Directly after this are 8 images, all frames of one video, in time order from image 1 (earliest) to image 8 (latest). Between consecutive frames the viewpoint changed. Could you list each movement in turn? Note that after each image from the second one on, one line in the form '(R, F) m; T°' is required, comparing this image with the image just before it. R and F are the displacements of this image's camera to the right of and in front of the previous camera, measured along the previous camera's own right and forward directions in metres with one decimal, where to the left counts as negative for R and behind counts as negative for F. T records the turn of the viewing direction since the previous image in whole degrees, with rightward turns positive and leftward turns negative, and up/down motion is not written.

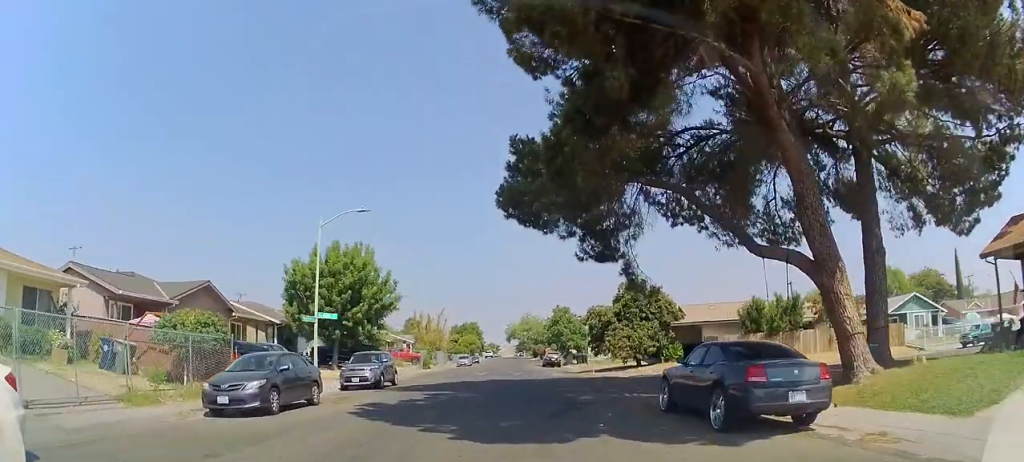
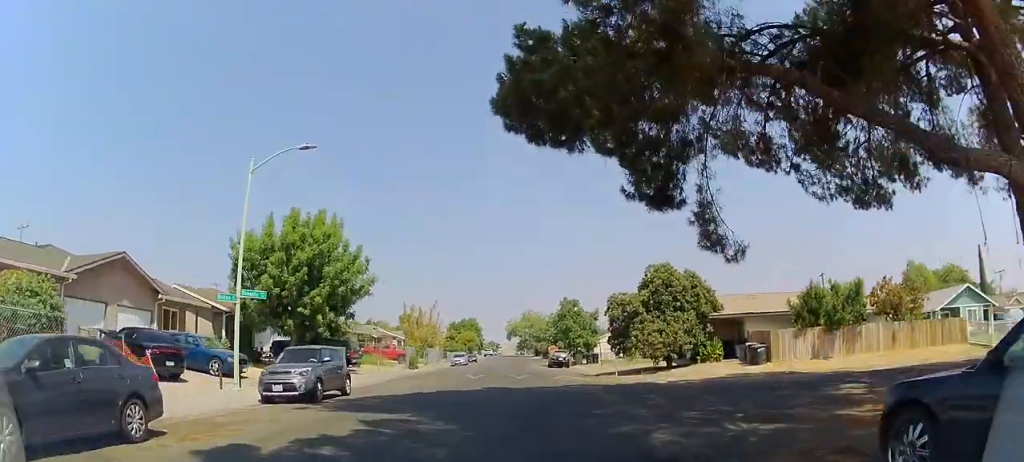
(+0.1, +7.8) m; +3°
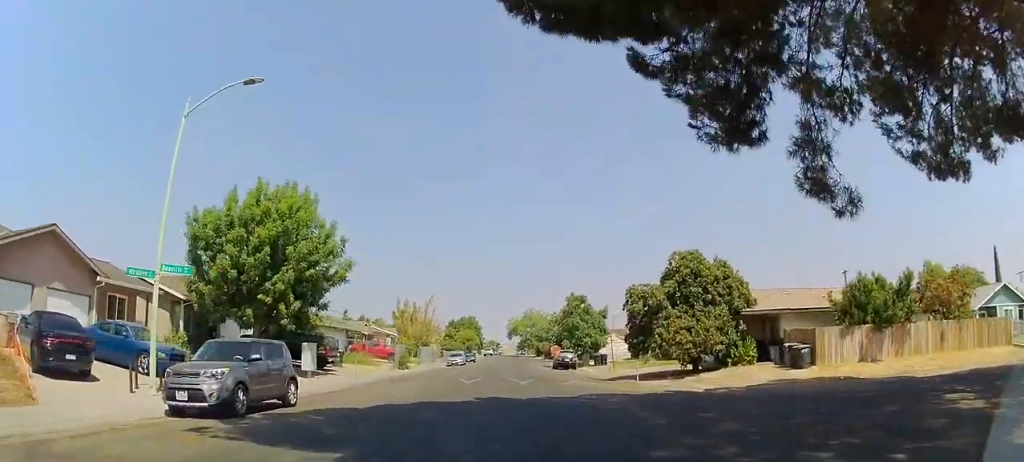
(+0.1, +4.8) m; +1°
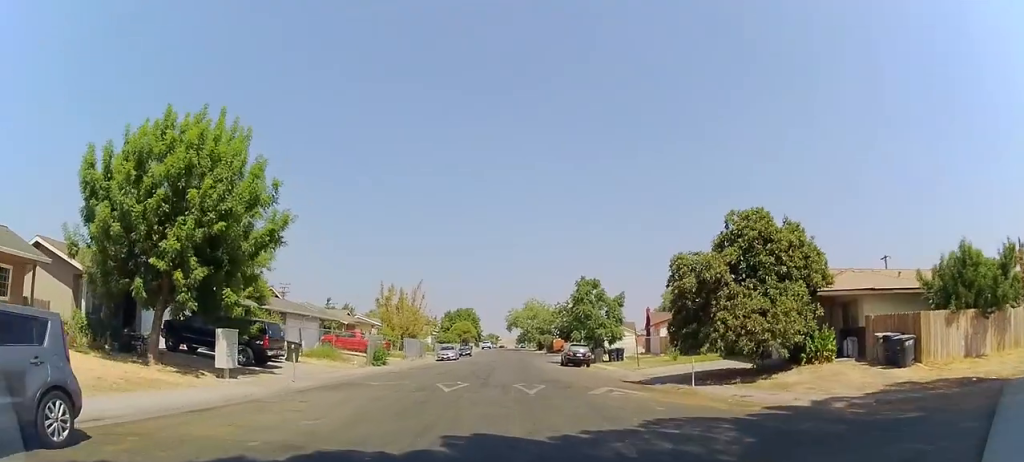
(0.0, +7.7) m; -1°
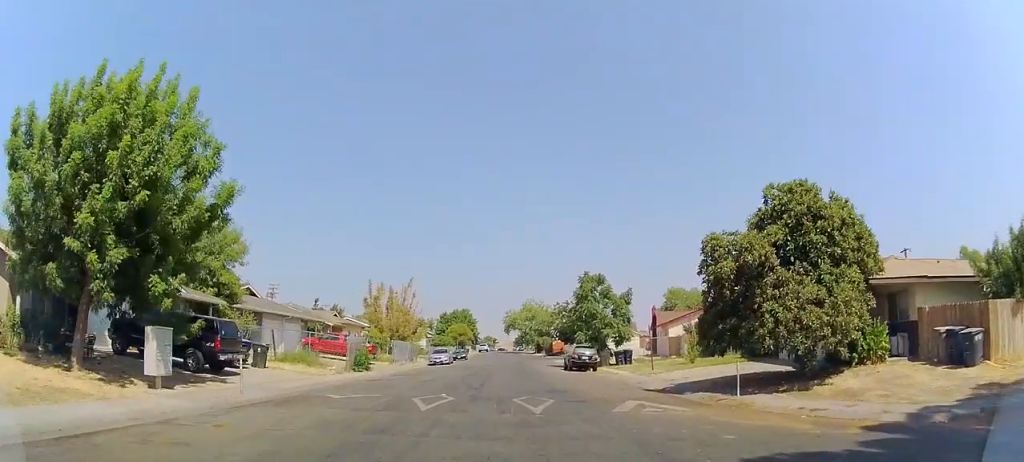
(0.0, +3.9) m; 0°
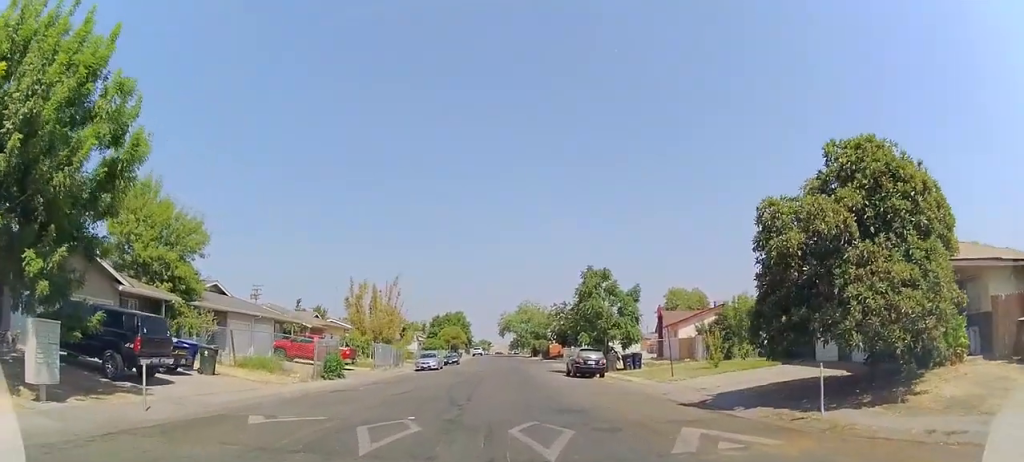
(0.0, +4.8) m; 0°
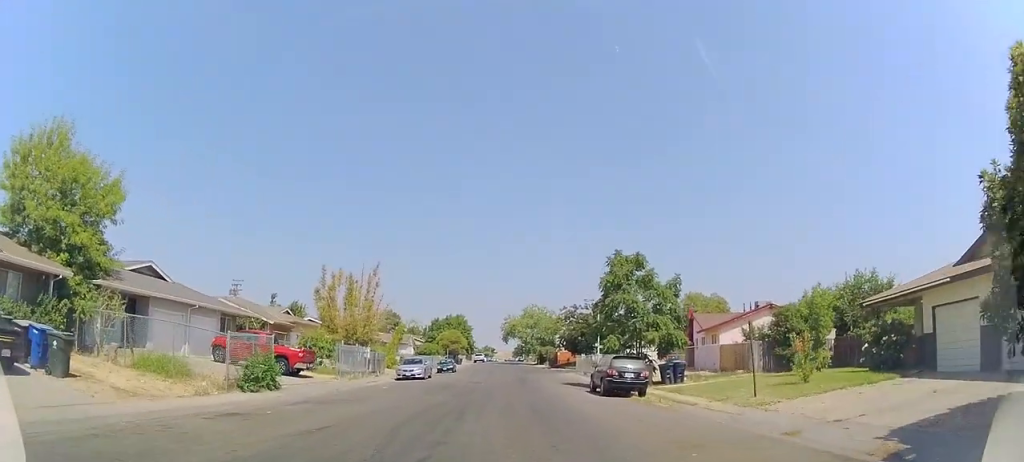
(0.0, +9.4) m; -1°
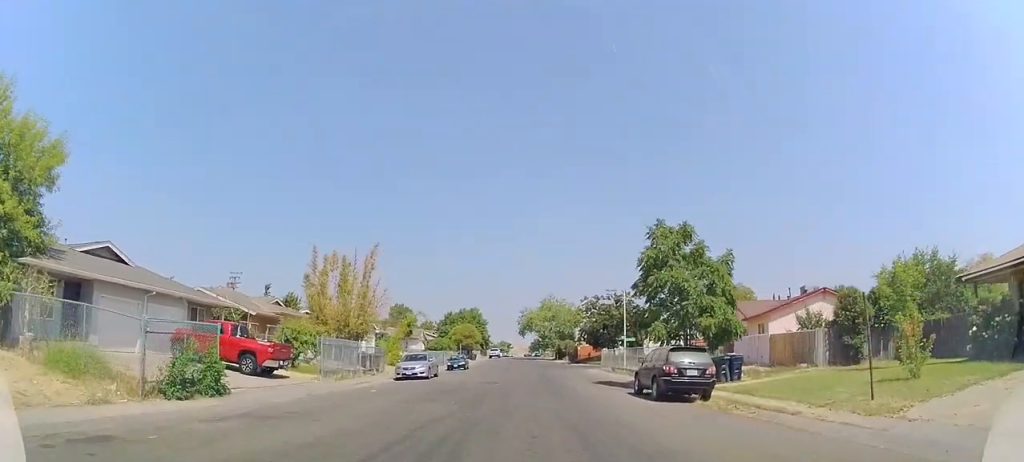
(-0.1, +5.2) m; 0°
